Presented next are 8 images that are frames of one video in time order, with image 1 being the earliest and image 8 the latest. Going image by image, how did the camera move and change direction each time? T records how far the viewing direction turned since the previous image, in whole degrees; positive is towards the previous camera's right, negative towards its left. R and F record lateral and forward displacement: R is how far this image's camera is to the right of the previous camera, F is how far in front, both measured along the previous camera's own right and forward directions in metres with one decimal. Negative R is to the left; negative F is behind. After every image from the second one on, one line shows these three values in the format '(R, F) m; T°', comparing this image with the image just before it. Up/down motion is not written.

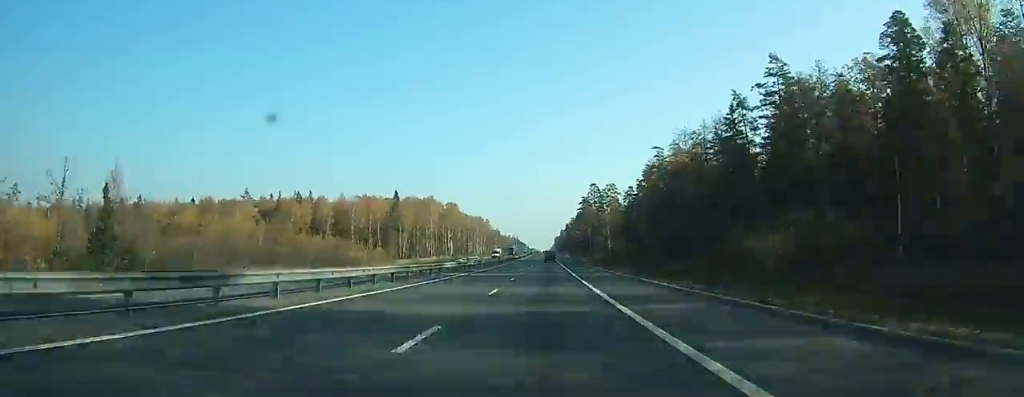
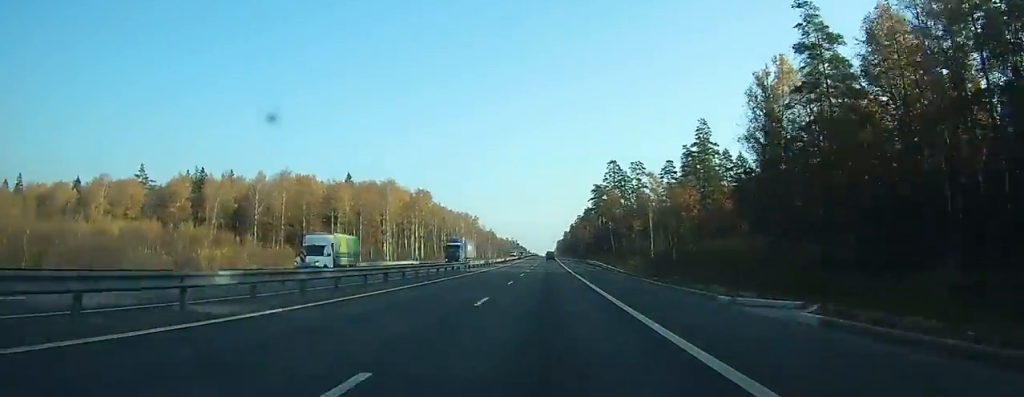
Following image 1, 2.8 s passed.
(-0.1, +76.5) m; 0°
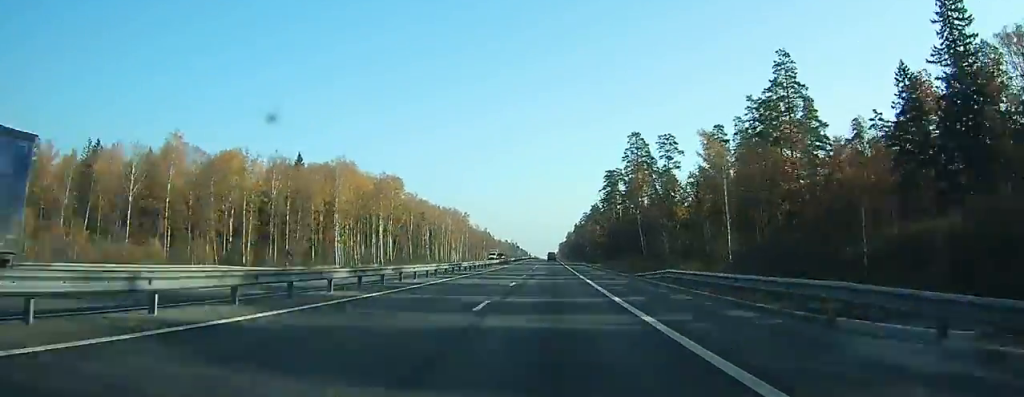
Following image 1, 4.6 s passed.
(-0.1, +48.2) m; 0°
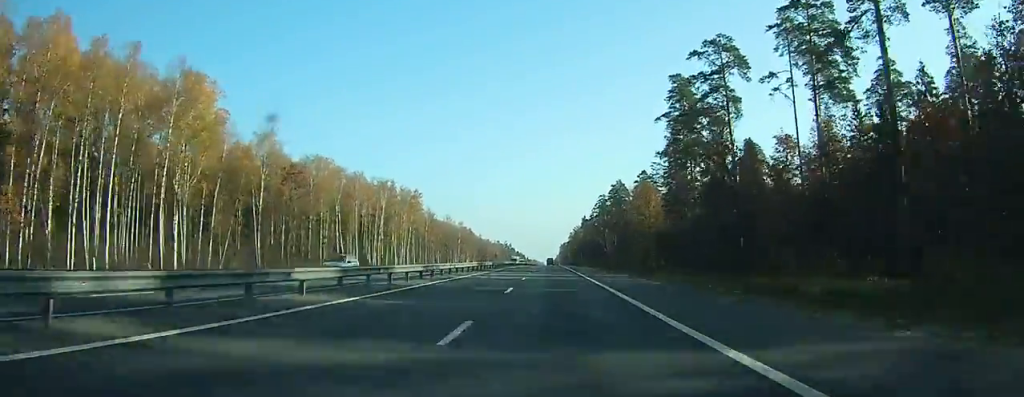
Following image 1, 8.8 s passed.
(+0.6, +106.7) m; 0°
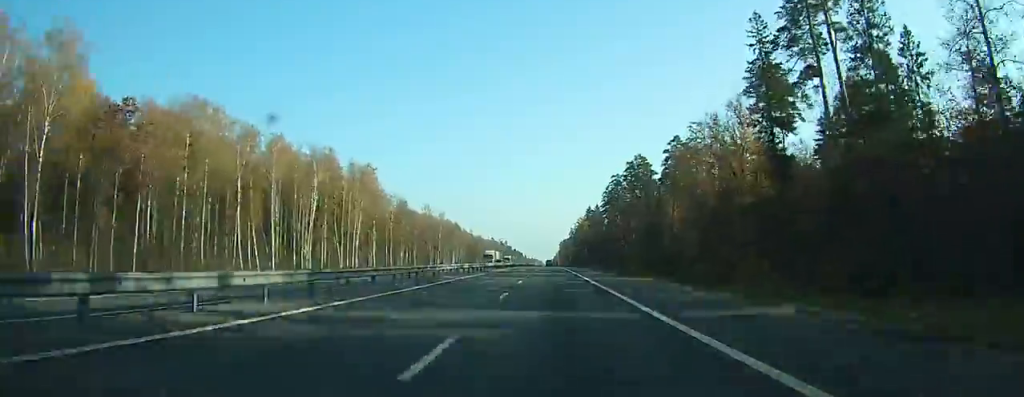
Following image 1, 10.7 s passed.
(-0.2, +51.3) m; 0°
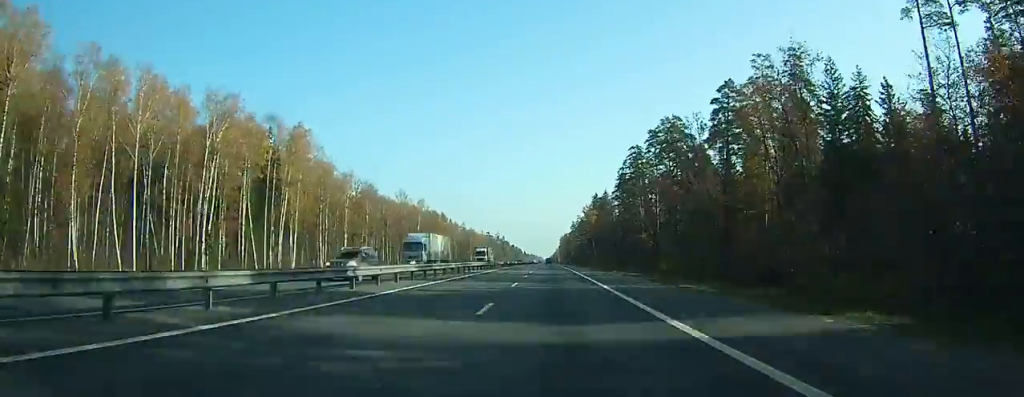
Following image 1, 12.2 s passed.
(0.0, +45.2) m; 0°
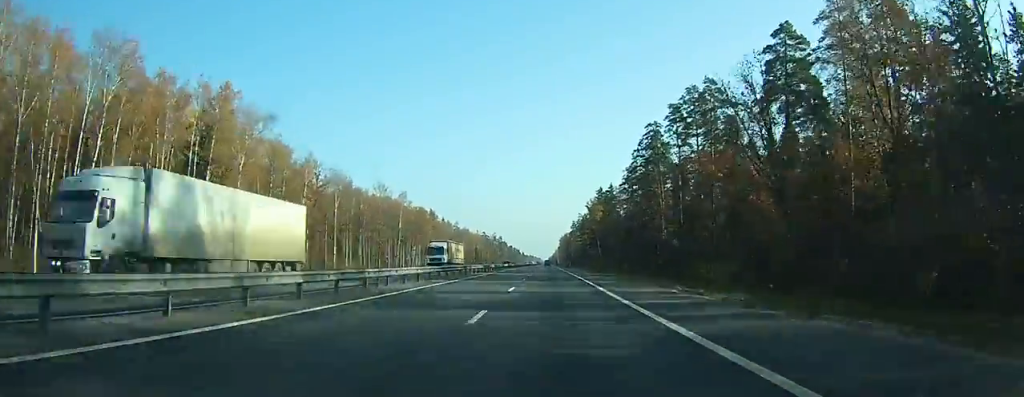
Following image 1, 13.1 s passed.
(0.0, +28.0) m; 0°
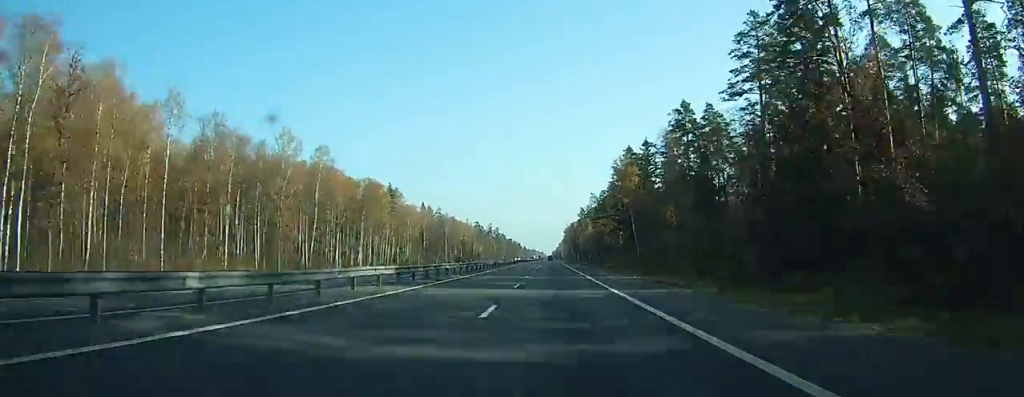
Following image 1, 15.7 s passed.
(+0.1, +77.7) m; 0°
